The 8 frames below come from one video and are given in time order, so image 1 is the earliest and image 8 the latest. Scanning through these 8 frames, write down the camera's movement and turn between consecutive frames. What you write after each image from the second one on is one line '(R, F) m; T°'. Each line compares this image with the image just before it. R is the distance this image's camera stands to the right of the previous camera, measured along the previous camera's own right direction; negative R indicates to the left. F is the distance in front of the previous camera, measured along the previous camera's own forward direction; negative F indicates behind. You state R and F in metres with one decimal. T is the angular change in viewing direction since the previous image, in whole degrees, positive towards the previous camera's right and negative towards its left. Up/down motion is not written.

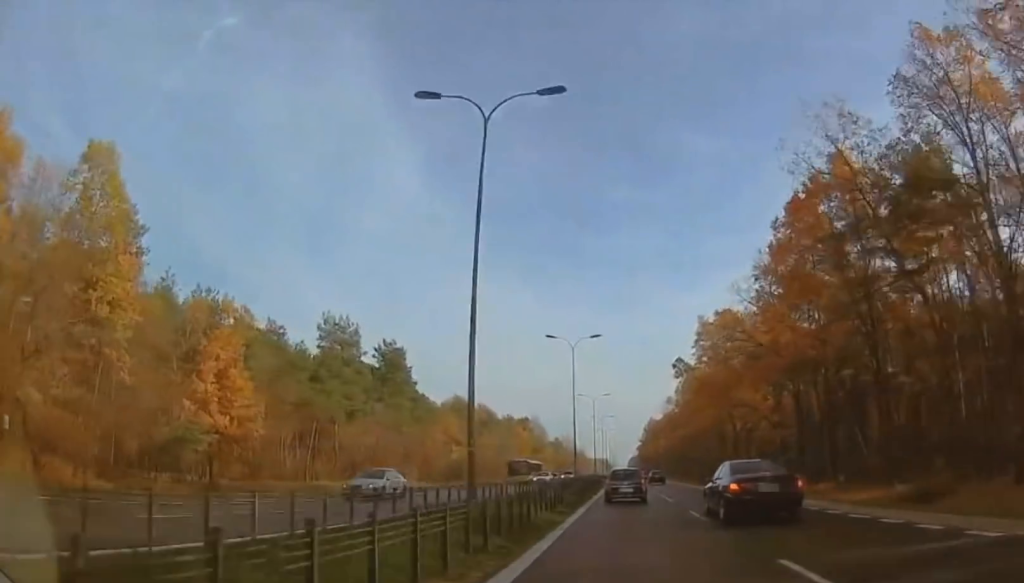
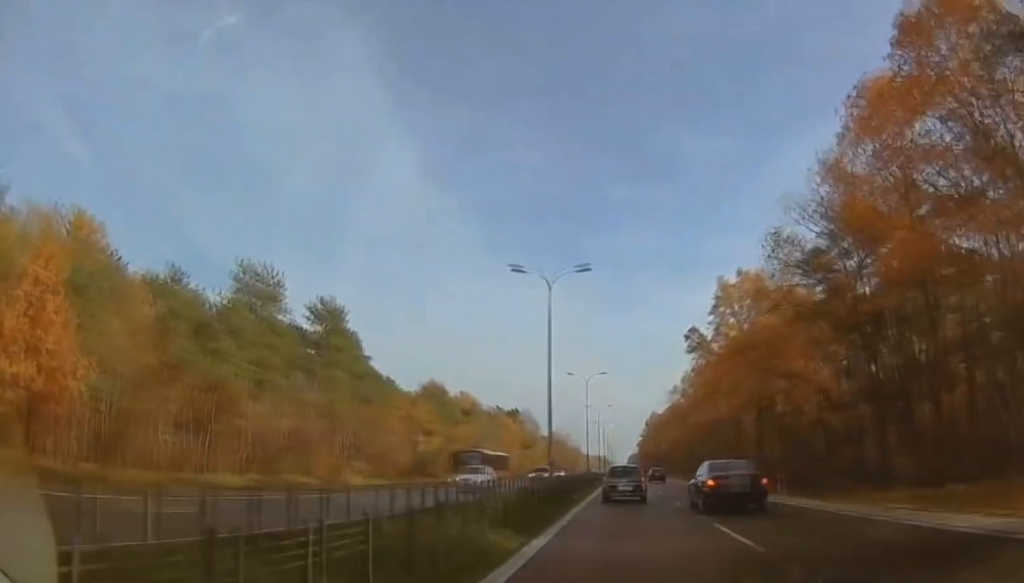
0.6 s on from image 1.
(+0.3, +17.4) m; +1°
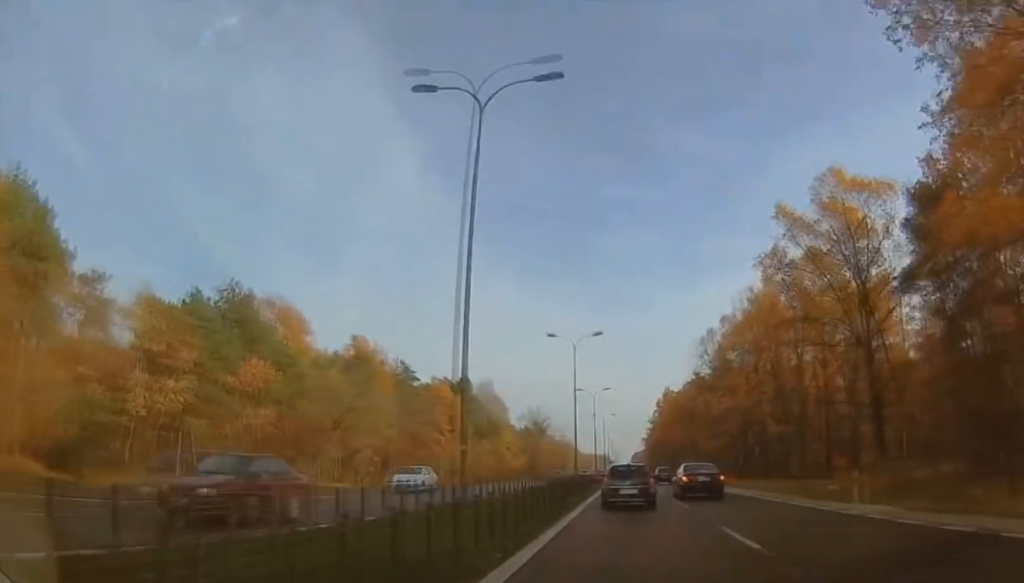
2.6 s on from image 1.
(+0.3, +58.7) m; 0°
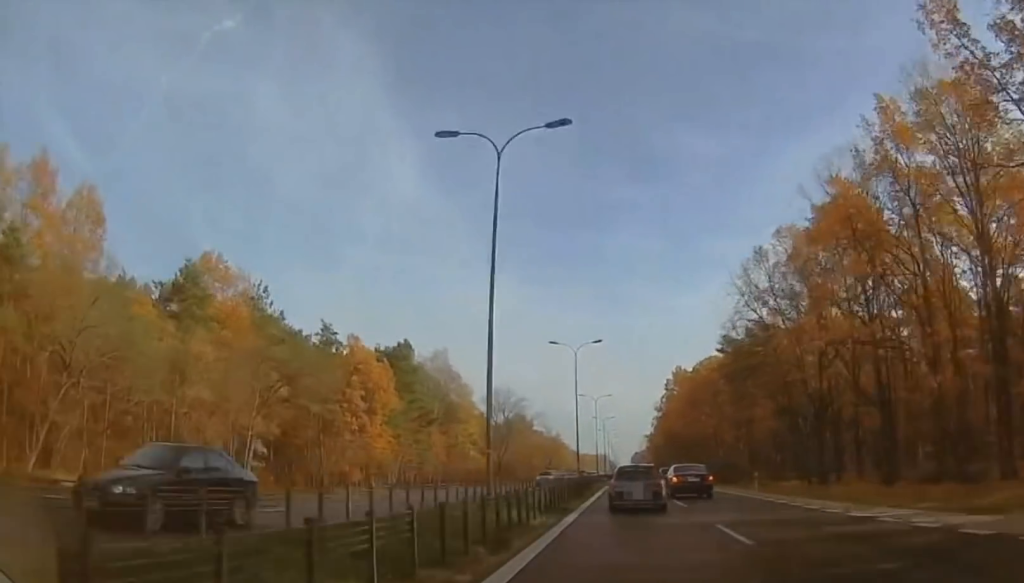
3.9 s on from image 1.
(0.0, +35.0) m; 0°
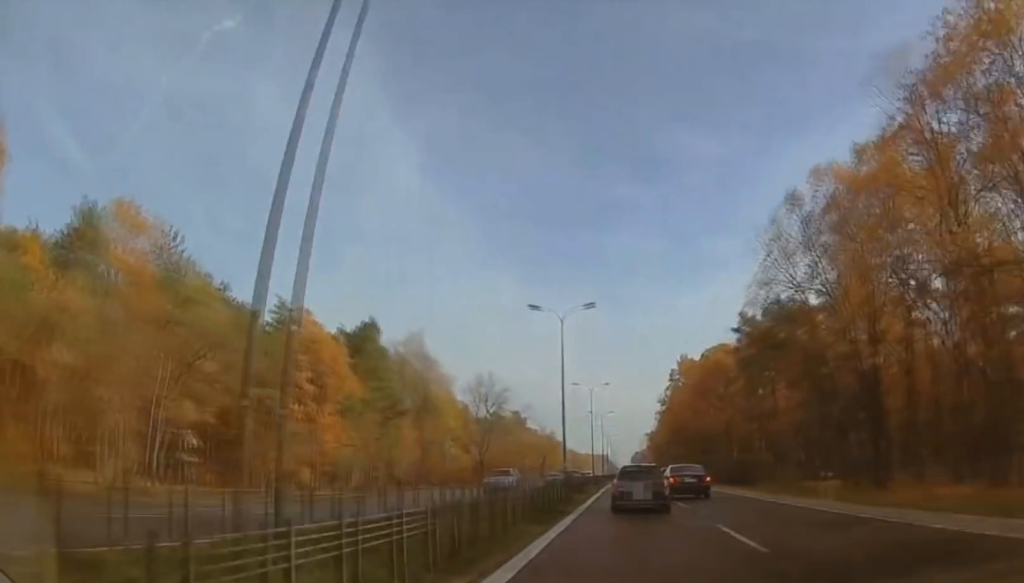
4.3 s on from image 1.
(0.0, +12.2) m; 0°
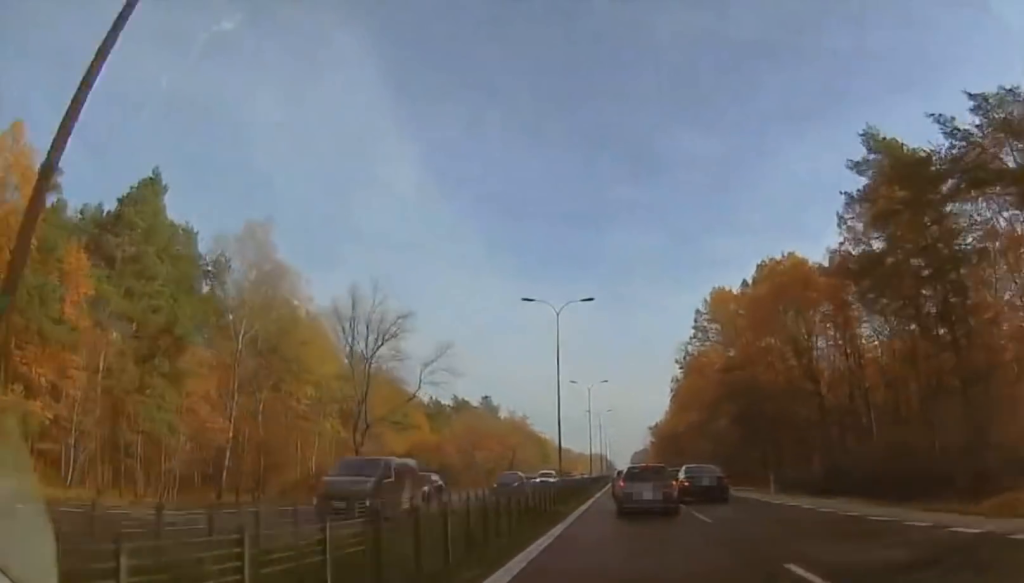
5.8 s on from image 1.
(0.0, +41.7) m; 0°
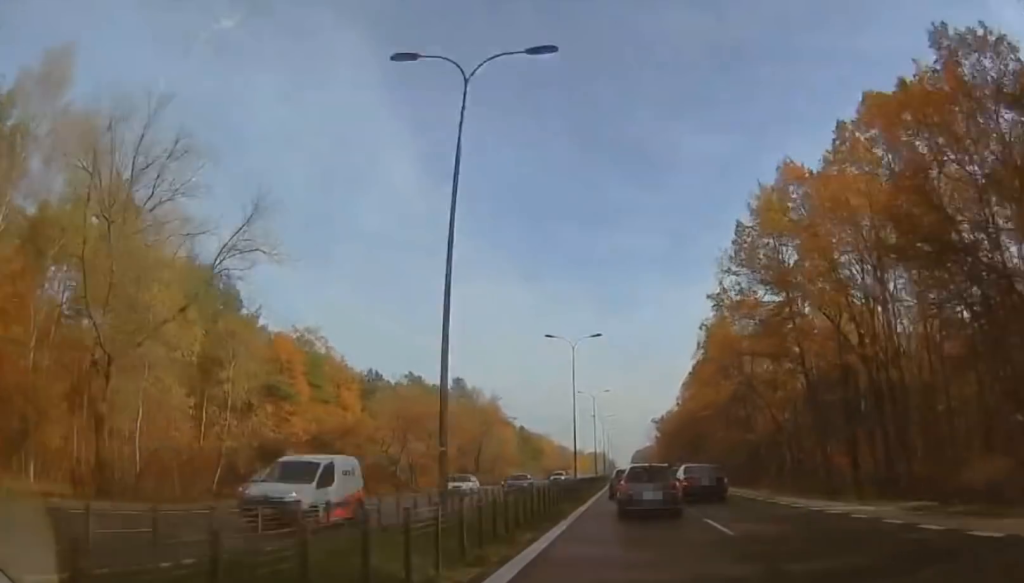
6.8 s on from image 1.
(0.0, +26.7) m; 0°
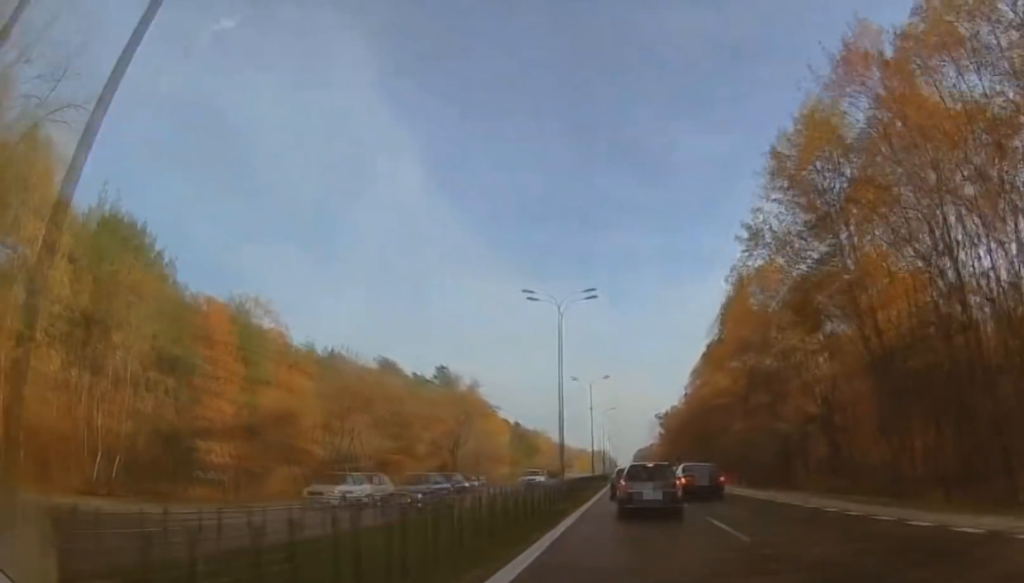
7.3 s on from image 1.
(0.0, +12.6) m; 0°
